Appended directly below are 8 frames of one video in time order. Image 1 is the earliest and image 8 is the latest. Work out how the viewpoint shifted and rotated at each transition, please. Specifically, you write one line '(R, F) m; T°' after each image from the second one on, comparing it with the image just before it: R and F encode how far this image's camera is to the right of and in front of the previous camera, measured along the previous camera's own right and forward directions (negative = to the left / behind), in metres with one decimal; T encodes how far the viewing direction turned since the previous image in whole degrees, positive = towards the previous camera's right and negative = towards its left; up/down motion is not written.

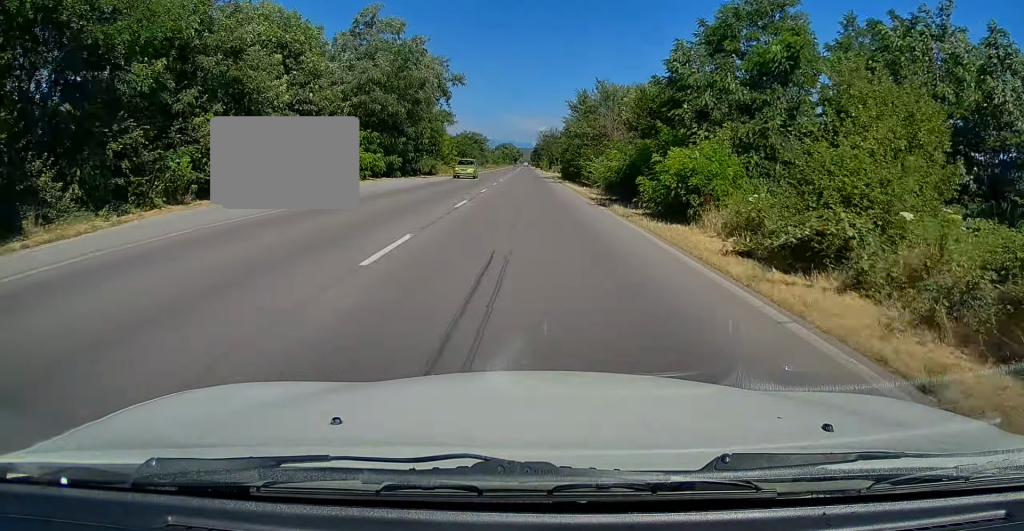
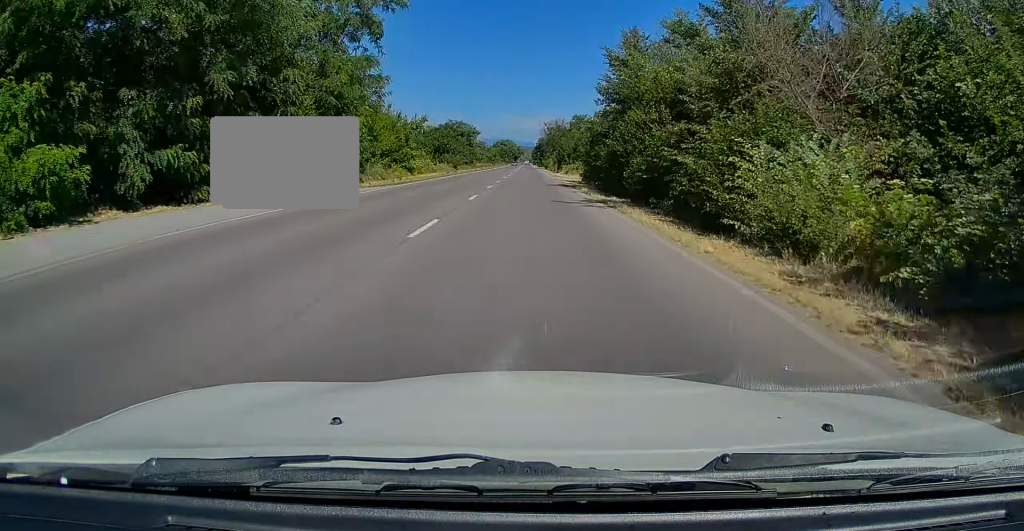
(-0.2, +26.9) m; 0°
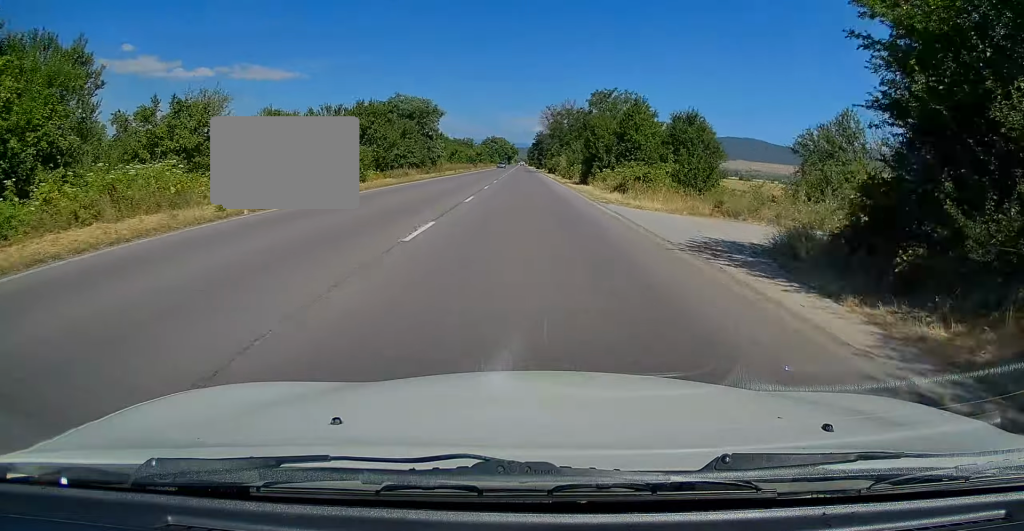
(+0.2, +39.9) m; 0°
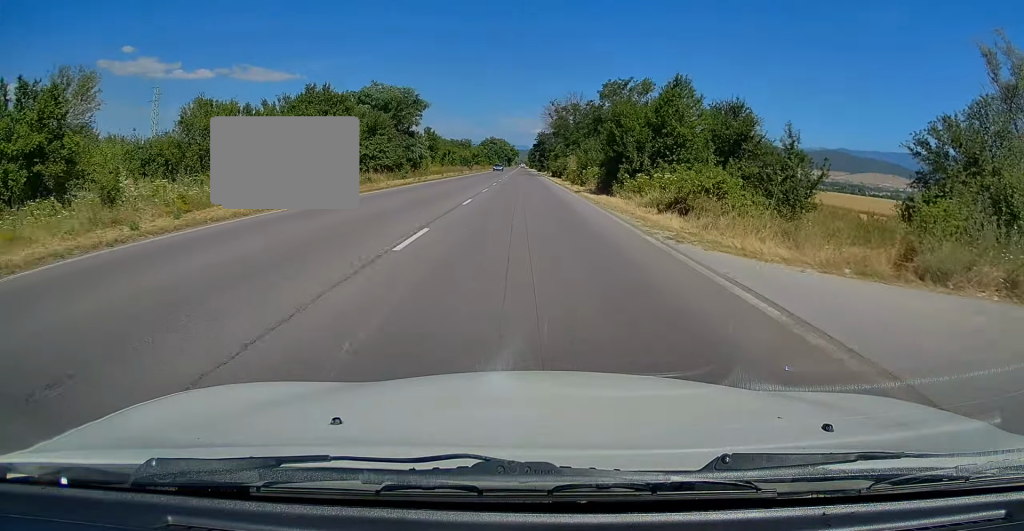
(0.0, +10.4) m; 0°
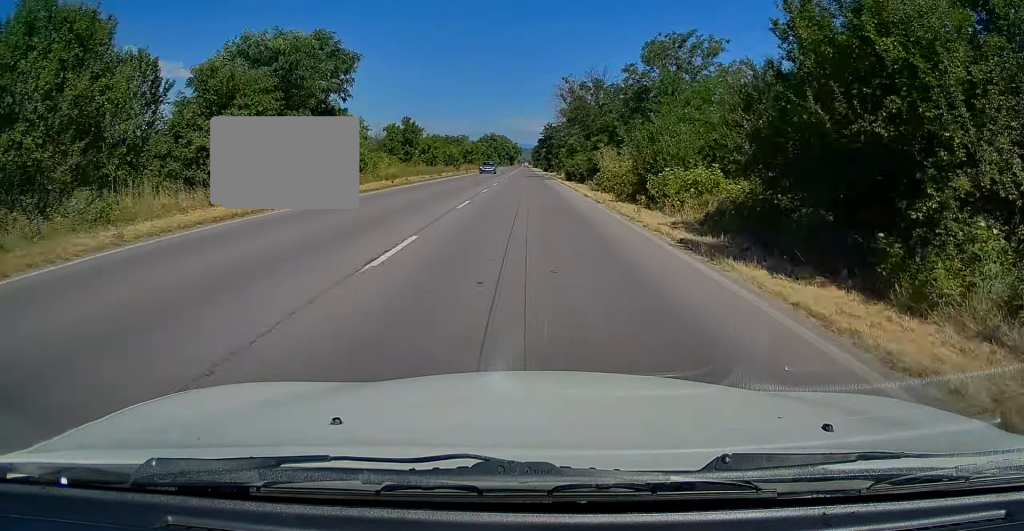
(0.0, +21.6) m; 0°
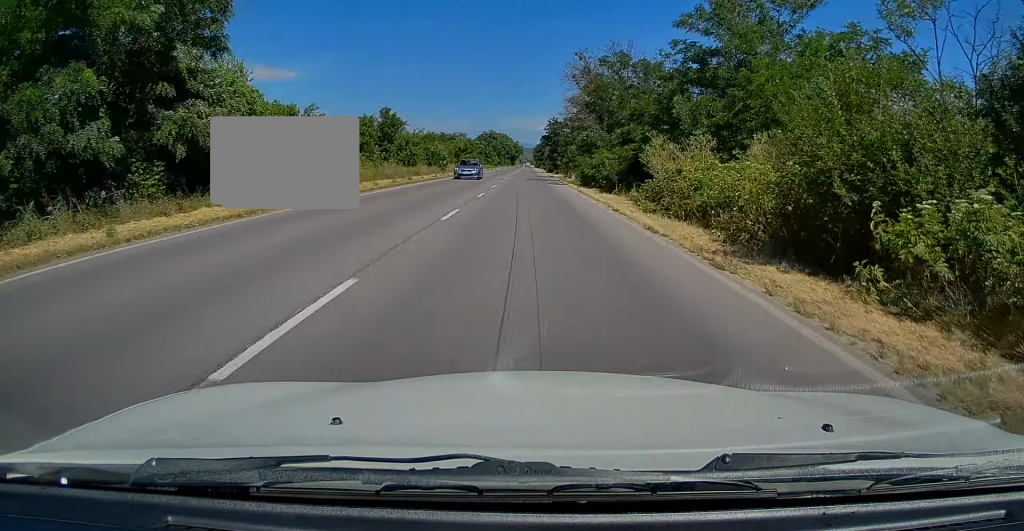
(-0.1, +13.6) m; 0°
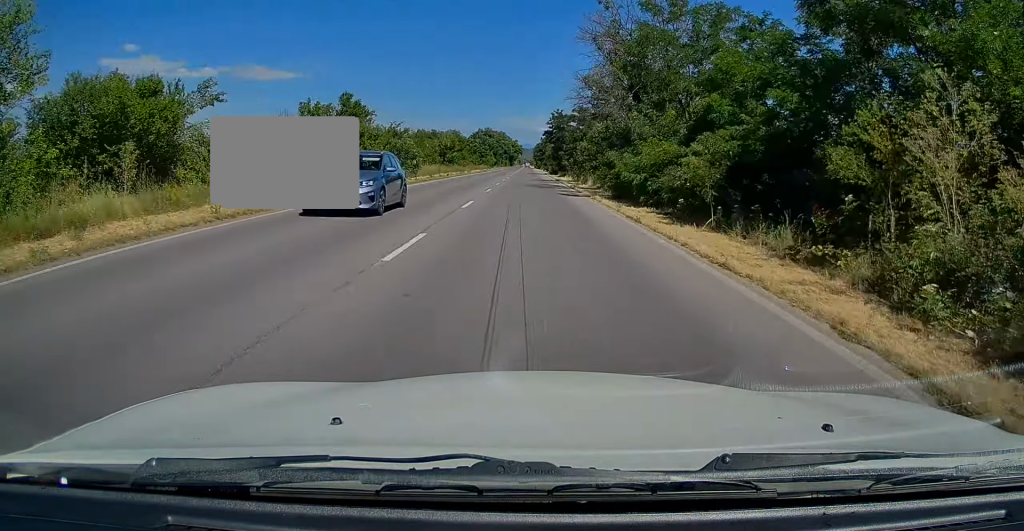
(+0.1, +15.3) m; 0°
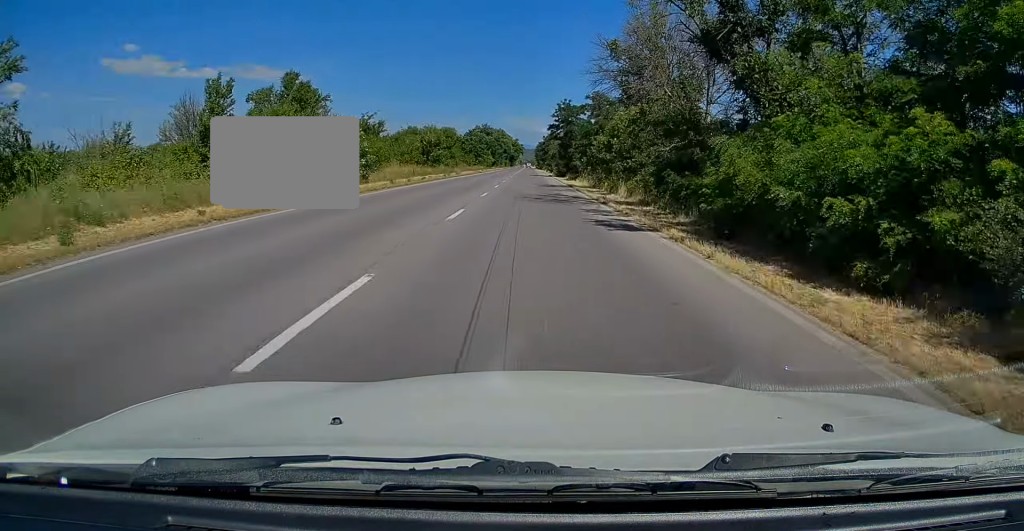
(0.0, +13.7) m; 0°
